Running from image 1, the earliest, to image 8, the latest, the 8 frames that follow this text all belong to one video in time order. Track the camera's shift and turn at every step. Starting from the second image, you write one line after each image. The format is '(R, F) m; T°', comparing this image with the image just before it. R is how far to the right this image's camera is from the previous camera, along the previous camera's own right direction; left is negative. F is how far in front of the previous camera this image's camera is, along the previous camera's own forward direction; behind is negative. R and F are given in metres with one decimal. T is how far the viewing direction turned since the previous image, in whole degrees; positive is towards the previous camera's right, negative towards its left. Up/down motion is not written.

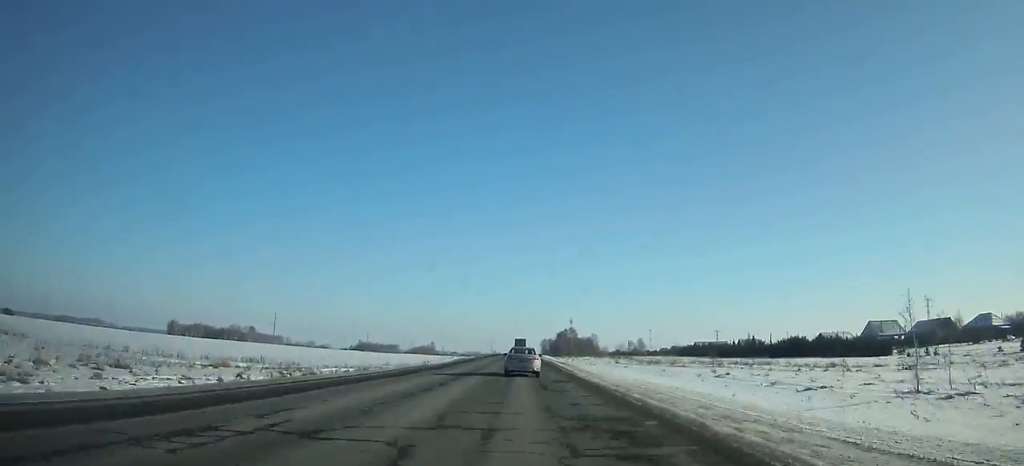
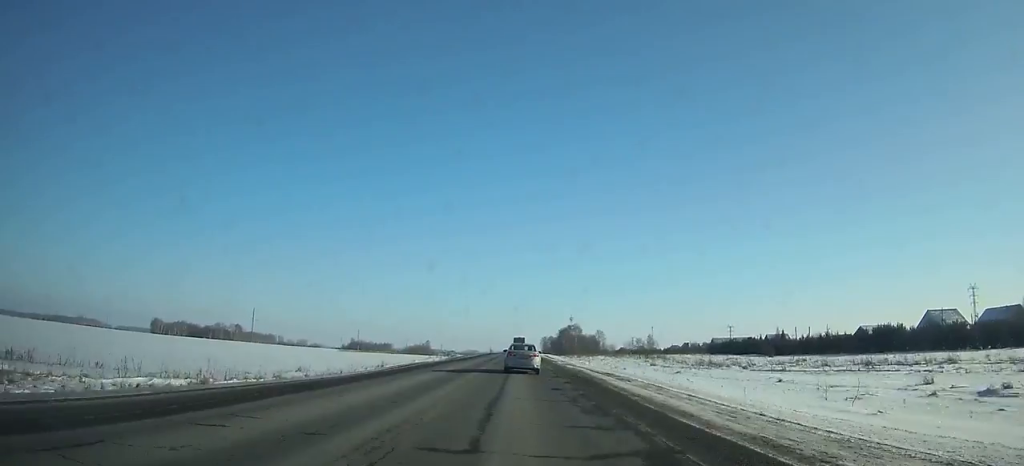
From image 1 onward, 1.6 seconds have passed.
(-0.1, +35.0) m; 0°
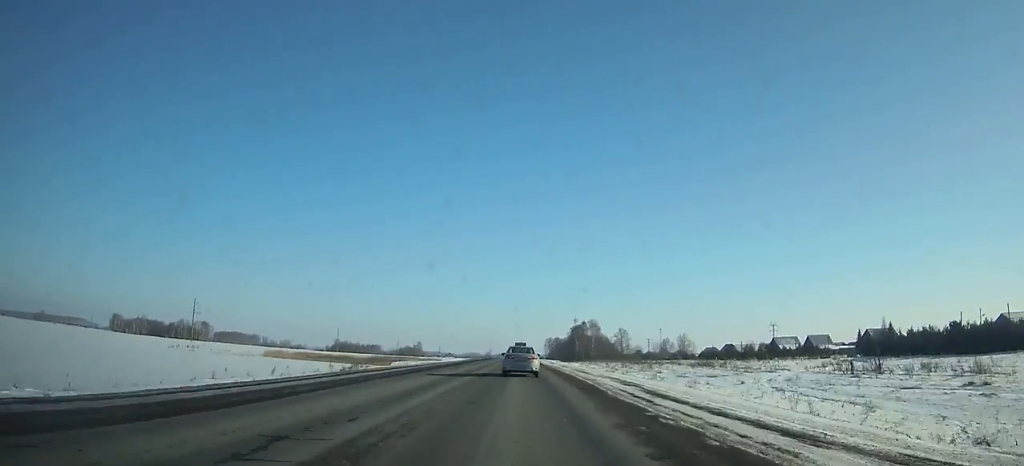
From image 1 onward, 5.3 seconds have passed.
(-0.2, +81.6) m; 0°
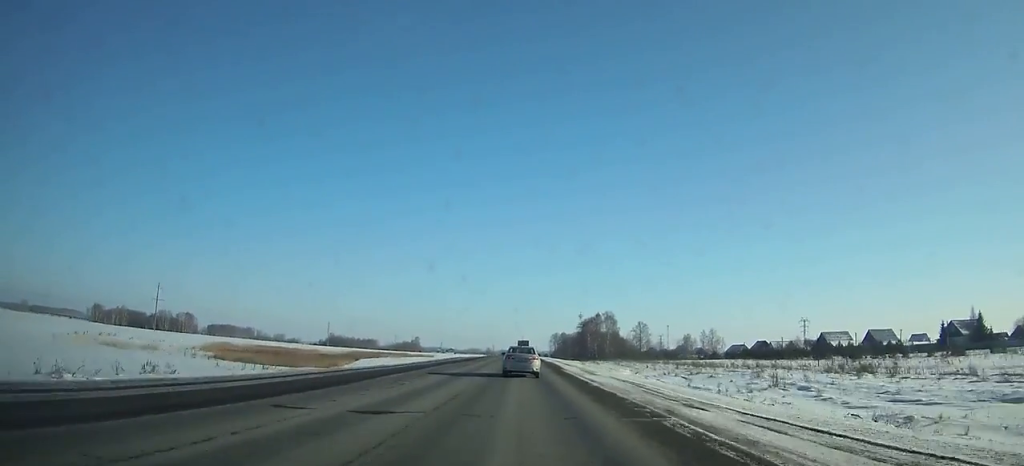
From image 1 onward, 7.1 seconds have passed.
(-0.1, +39.9) m; 0°
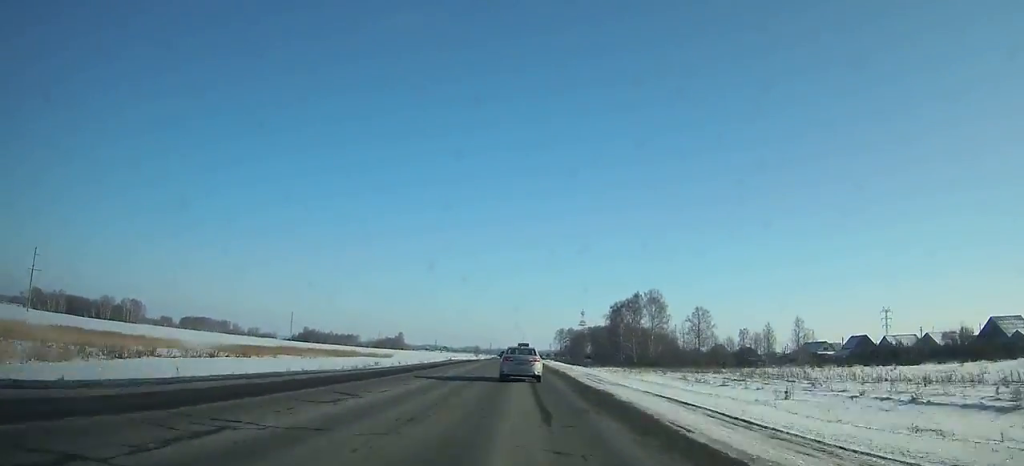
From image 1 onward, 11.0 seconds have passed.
(-0.1, +86.0) m; 0°
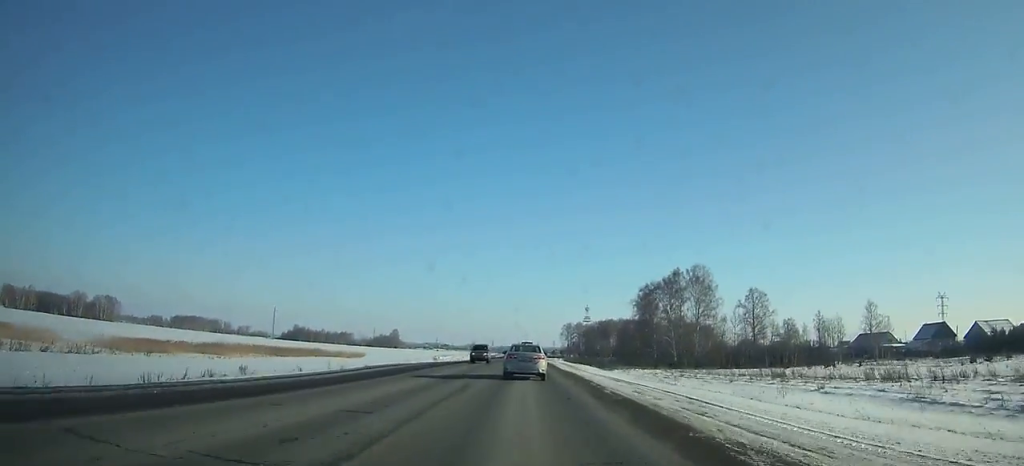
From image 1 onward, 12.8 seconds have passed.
(0.0, +39.4) m; 0°
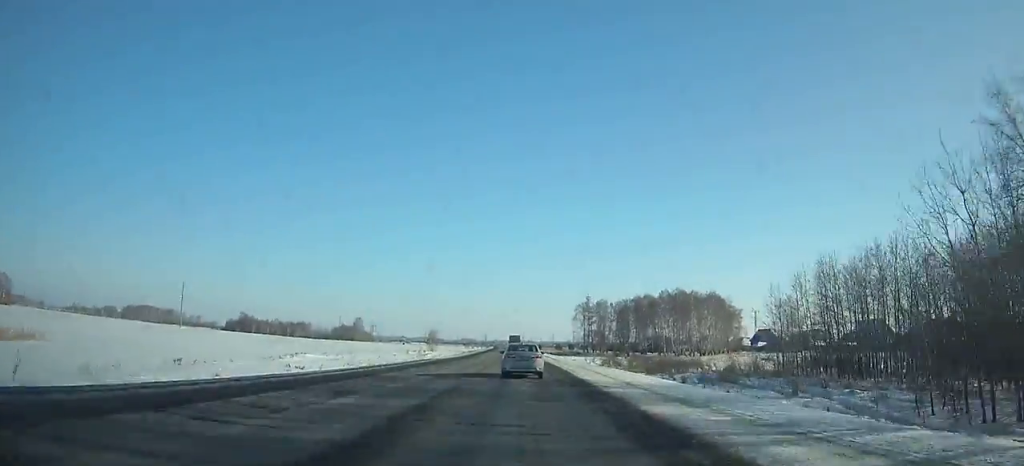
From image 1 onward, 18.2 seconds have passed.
(+0.1, +118.1) m; 0°
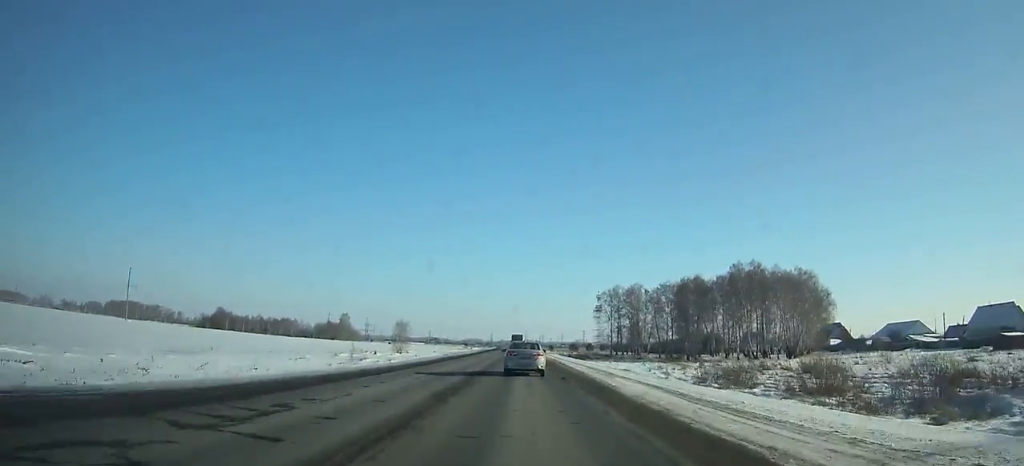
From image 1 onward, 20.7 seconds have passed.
(-0.1, +54.7) m; -1°
